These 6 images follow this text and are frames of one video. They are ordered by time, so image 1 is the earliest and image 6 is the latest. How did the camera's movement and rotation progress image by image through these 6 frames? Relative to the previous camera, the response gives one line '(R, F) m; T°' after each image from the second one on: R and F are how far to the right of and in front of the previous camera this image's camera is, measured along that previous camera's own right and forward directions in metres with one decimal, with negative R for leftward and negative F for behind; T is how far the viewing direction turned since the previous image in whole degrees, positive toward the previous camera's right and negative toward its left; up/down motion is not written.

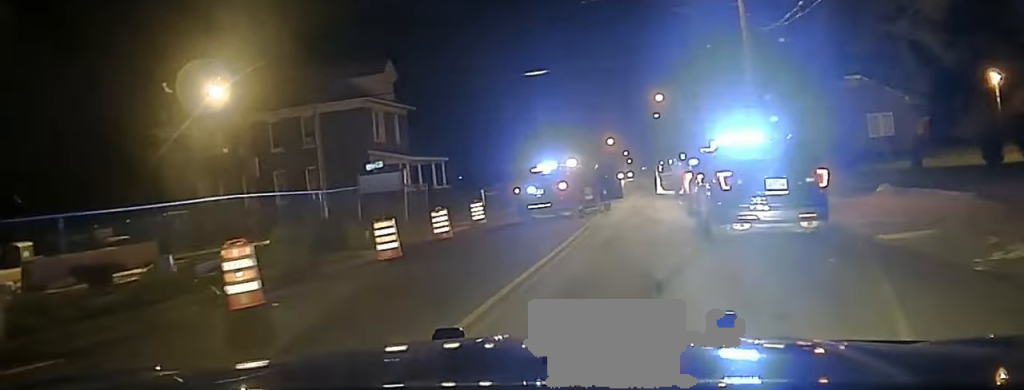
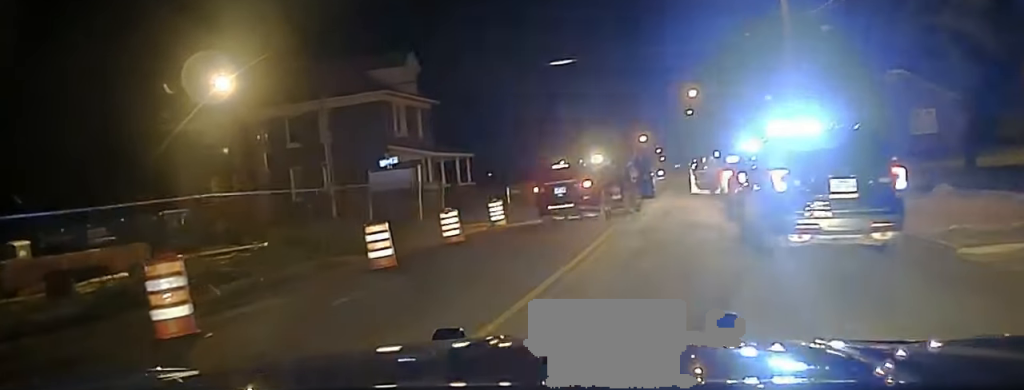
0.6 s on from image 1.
(0.0, +3.4) m; -1°
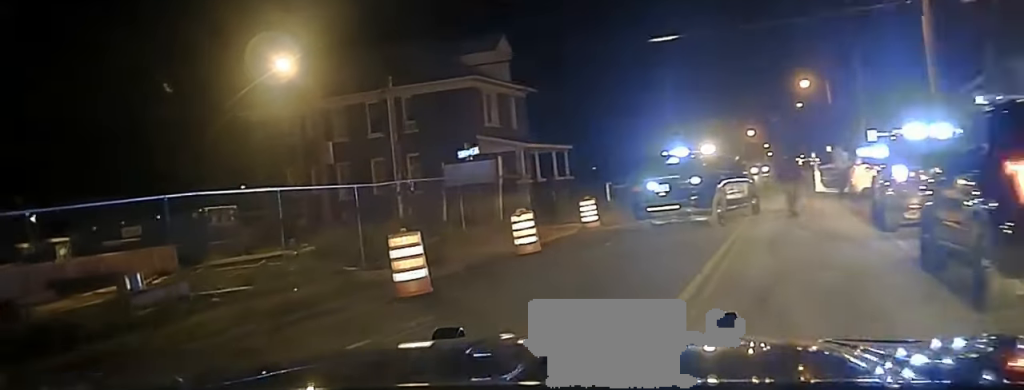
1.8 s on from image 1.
(-0.3, +6.8) m; -3°
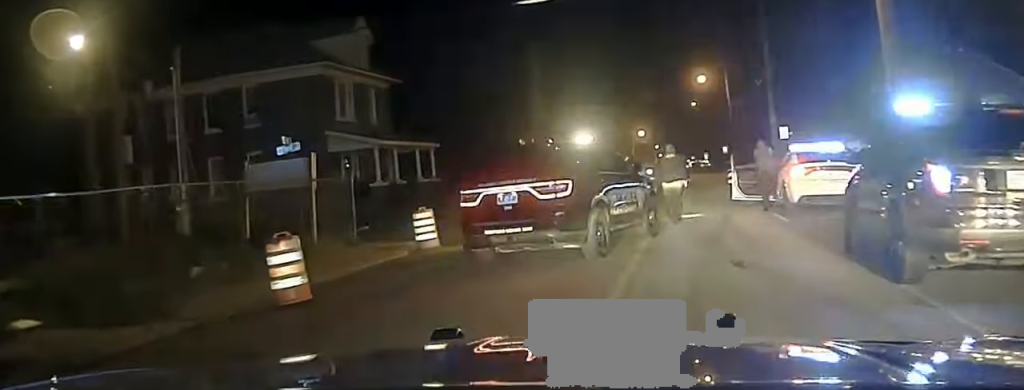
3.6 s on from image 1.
(+0.2, +7.3) m; +5°
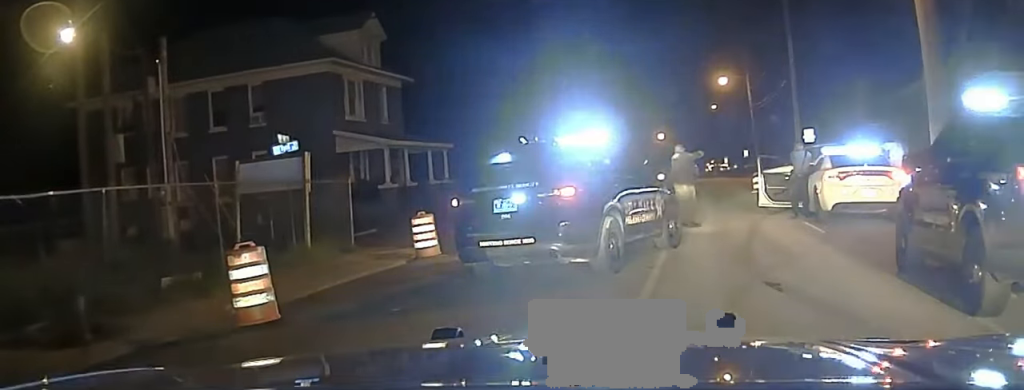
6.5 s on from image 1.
(+0.1, +5.2) m; +1°
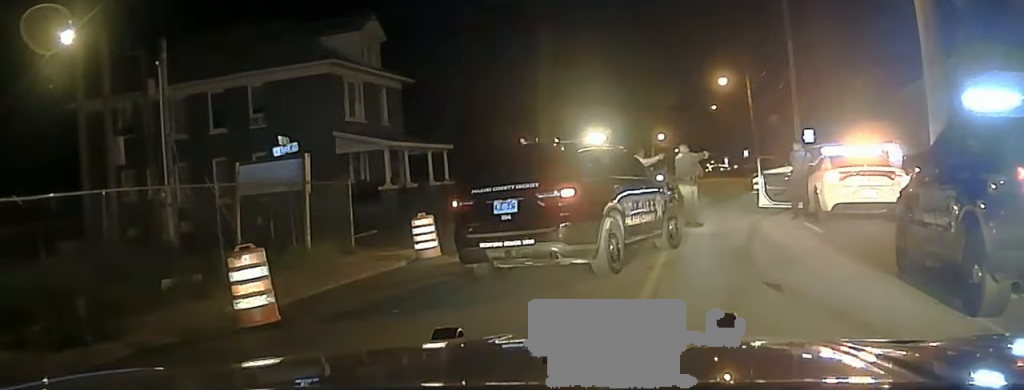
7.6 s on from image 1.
(0.0, +0.6) m; 0°
